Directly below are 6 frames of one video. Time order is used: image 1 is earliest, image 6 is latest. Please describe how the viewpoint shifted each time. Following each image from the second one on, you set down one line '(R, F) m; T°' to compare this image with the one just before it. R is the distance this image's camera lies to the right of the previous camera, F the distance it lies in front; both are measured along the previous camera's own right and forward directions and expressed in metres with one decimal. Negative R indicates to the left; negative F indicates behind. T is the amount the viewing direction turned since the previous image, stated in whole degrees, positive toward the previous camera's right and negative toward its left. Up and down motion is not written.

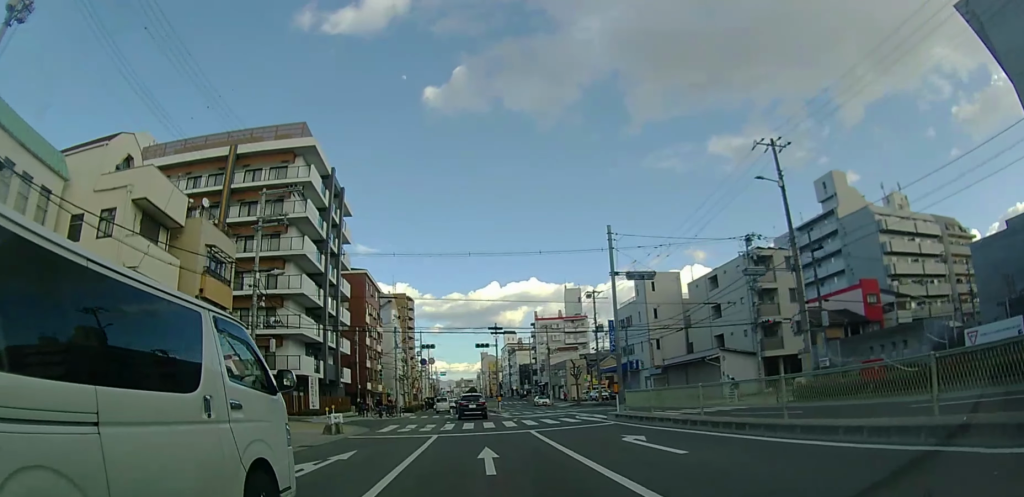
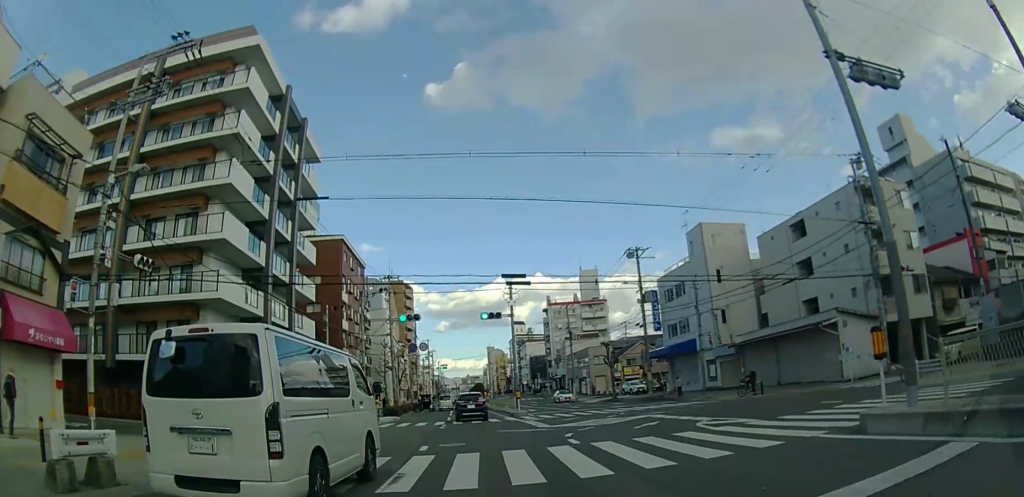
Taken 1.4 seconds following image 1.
(-0.2, +14.6) m; -1°
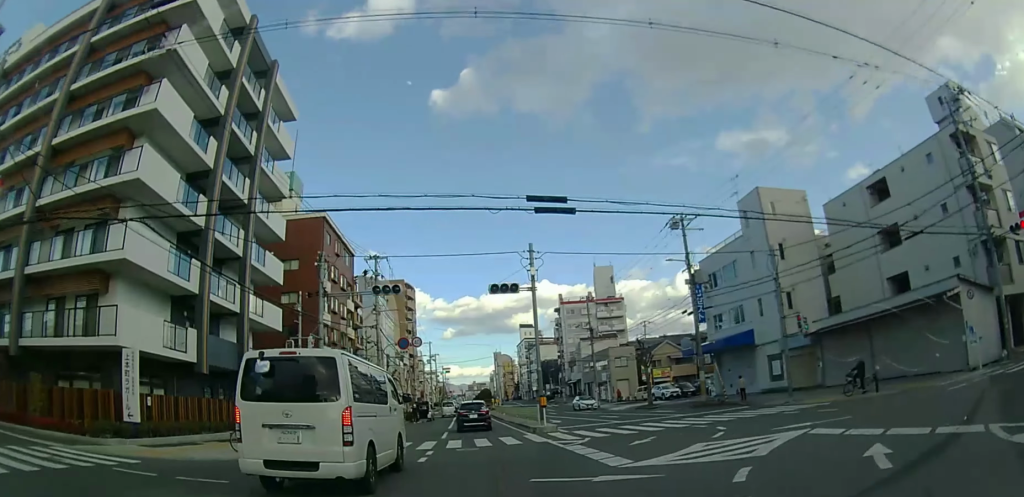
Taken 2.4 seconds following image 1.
(0.0, +9.5) m; 0°
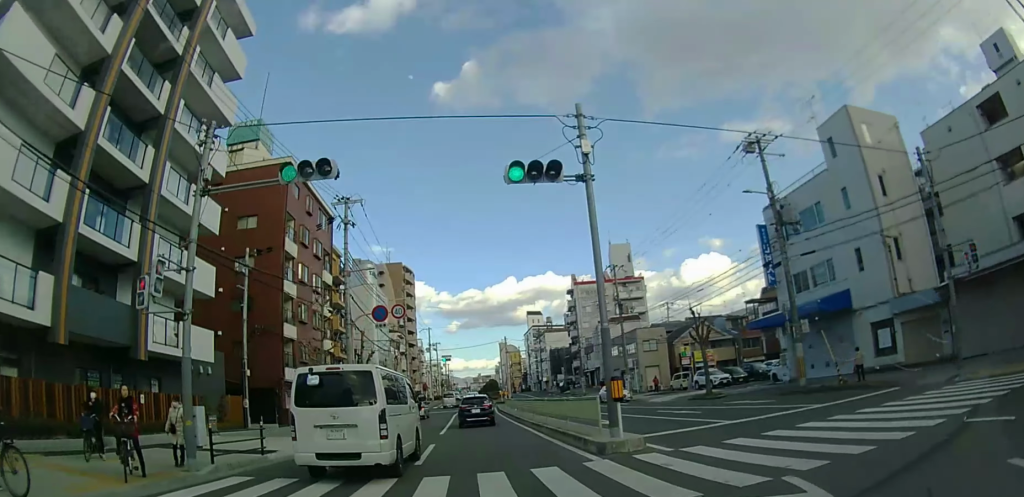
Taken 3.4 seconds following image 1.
(0.0, +10.8) m; 0°
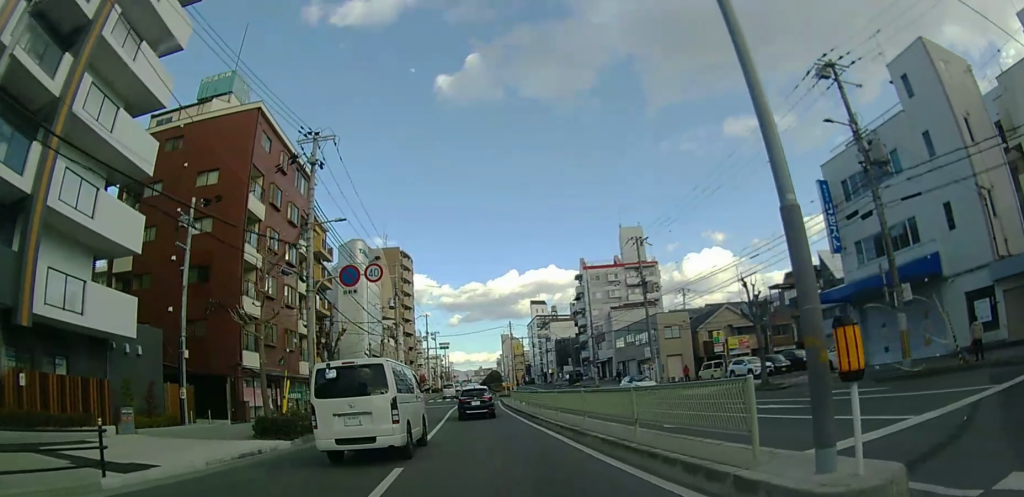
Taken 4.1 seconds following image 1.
(0.0, +7.0) m; 0°
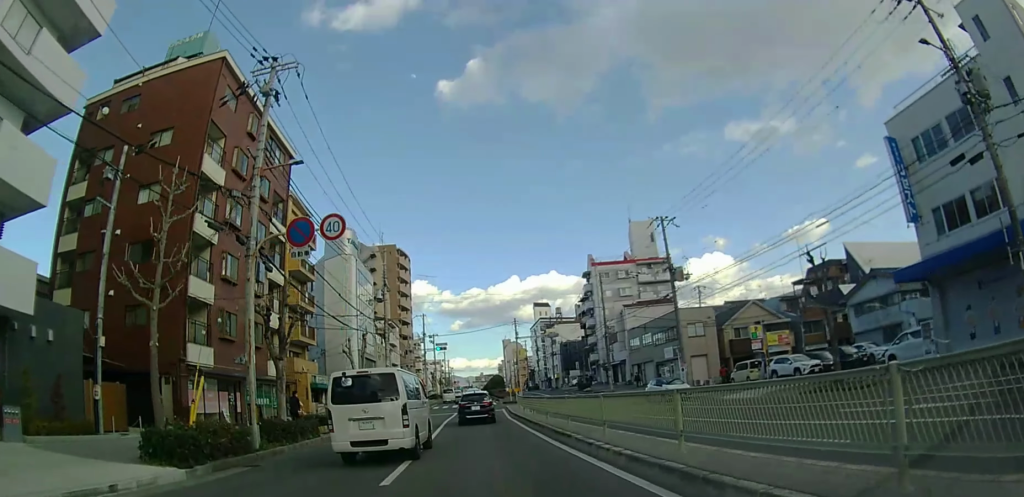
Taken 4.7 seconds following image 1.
(0.0, +6.0) m; -1°
